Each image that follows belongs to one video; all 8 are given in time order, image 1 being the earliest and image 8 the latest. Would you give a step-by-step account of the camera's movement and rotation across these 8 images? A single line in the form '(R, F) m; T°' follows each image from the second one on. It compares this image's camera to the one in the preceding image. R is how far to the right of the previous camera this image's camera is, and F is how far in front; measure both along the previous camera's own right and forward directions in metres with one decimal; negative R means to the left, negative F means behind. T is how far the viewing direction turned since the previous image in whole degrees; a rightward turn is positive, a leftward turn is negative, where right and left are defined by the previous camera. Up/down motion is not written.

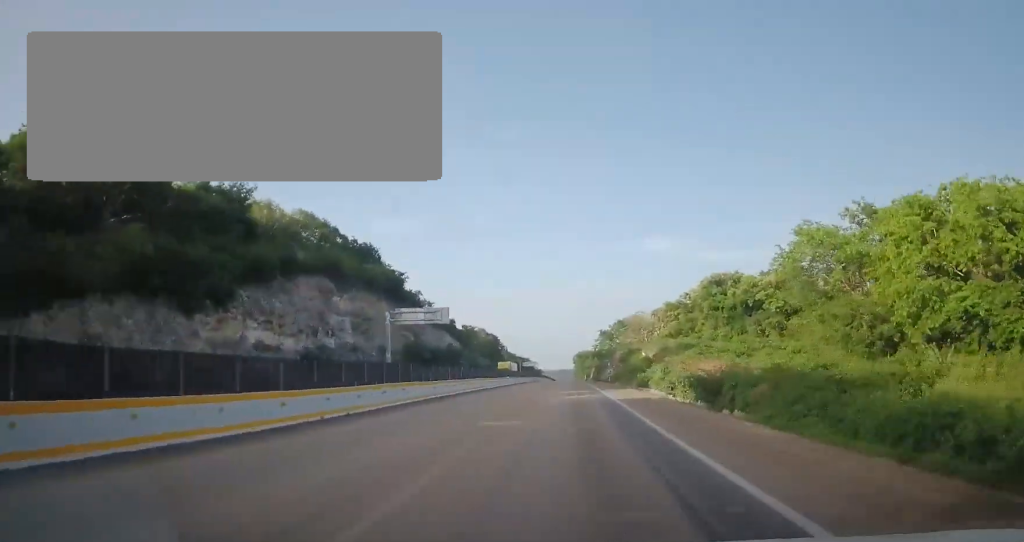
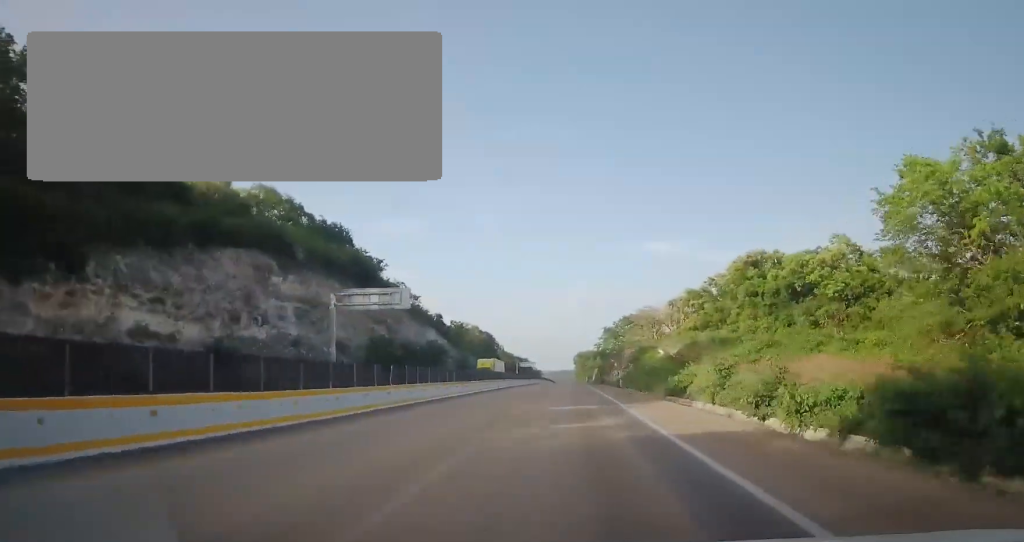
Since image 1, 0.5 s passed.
(-0.3, +14.5) m; -1°
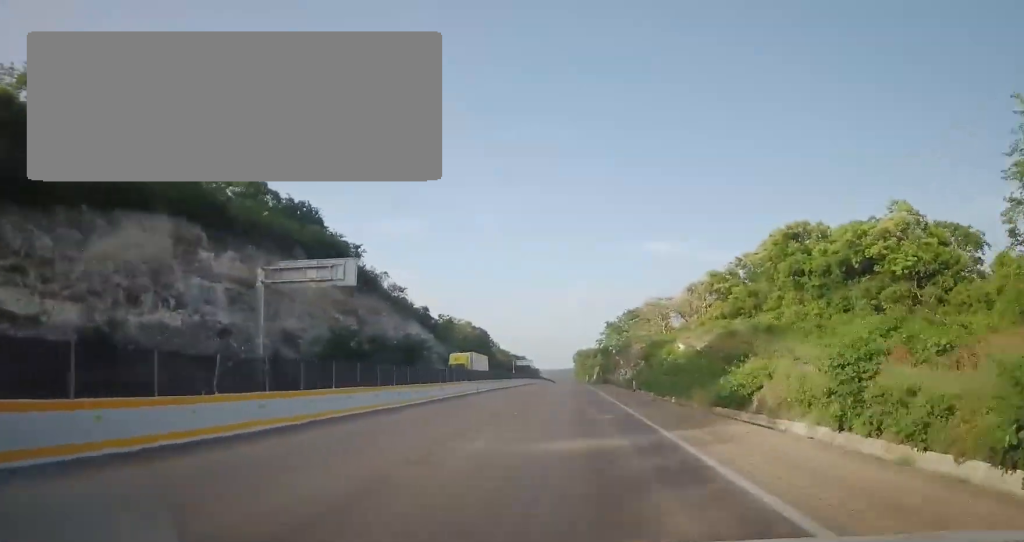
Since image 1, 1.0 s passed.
(+0.1, +11.5) m; 0°
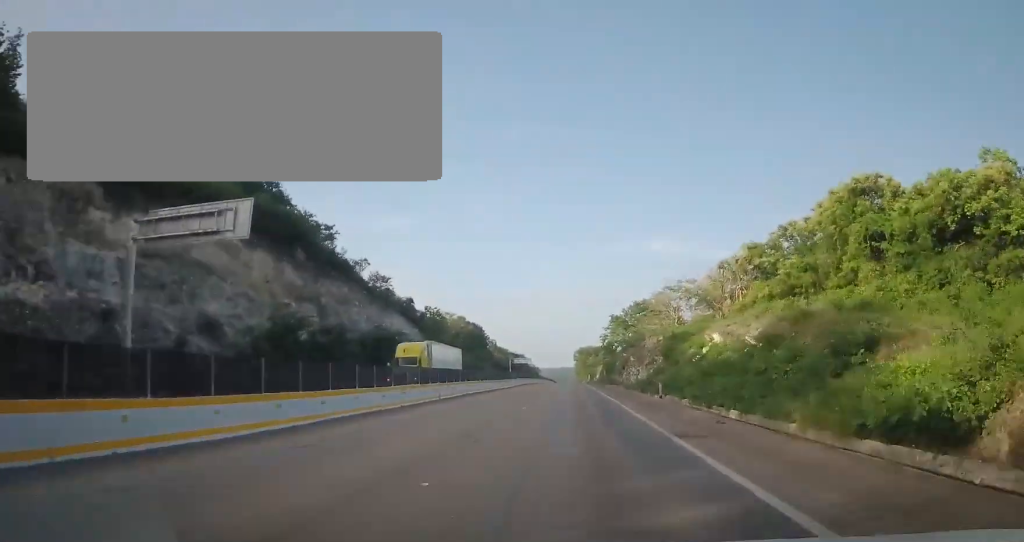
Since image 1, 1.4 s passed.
(+0.1, +12.0) m; 0°
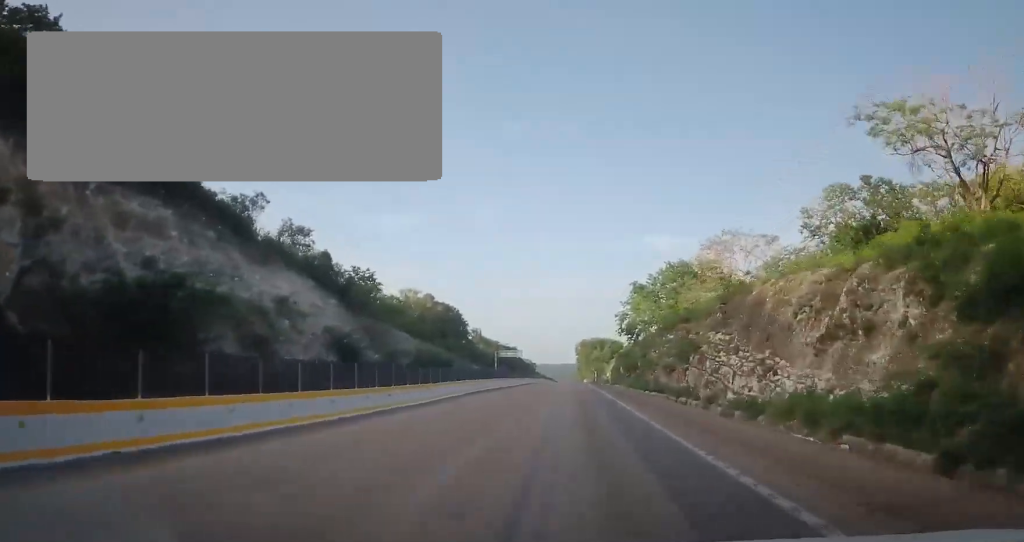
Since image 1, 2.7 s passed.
(+0.1, +37.4) m; 0°
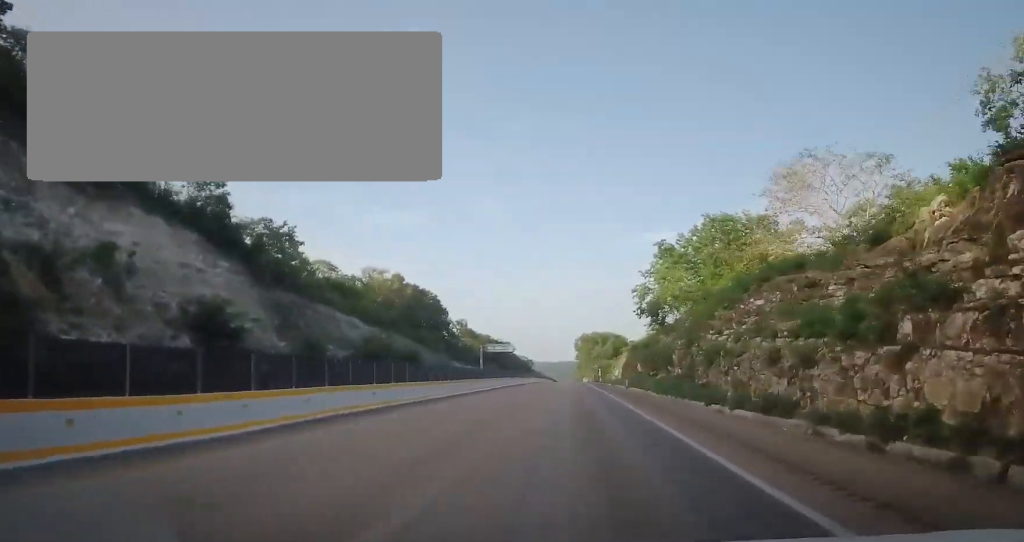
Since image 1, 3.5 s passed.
(+0.1, +21.6) m; 0°
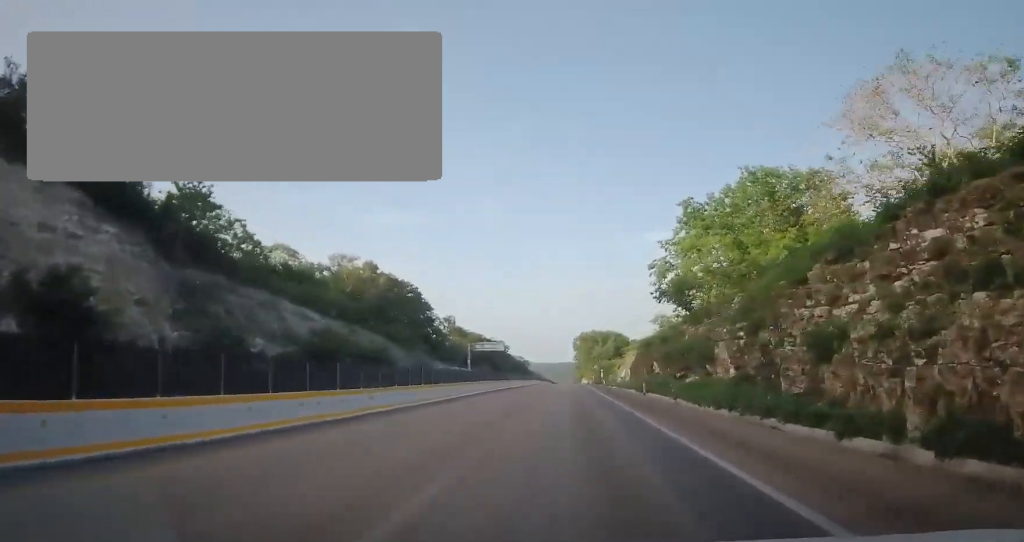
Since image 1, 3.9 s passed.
(-0.1, +12.9) m; 0°
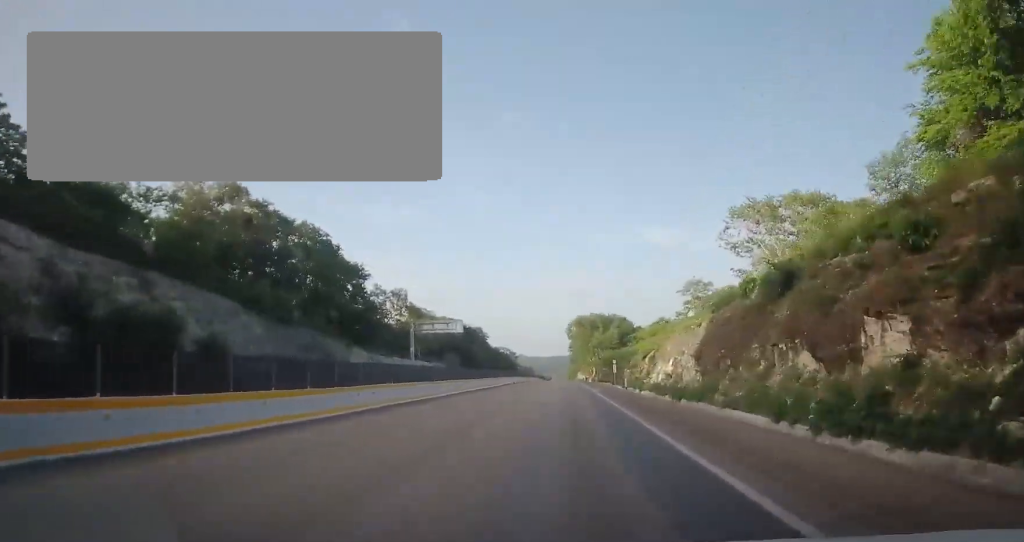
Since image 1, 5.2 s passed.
(+0.5, +36.2) m; 0°
